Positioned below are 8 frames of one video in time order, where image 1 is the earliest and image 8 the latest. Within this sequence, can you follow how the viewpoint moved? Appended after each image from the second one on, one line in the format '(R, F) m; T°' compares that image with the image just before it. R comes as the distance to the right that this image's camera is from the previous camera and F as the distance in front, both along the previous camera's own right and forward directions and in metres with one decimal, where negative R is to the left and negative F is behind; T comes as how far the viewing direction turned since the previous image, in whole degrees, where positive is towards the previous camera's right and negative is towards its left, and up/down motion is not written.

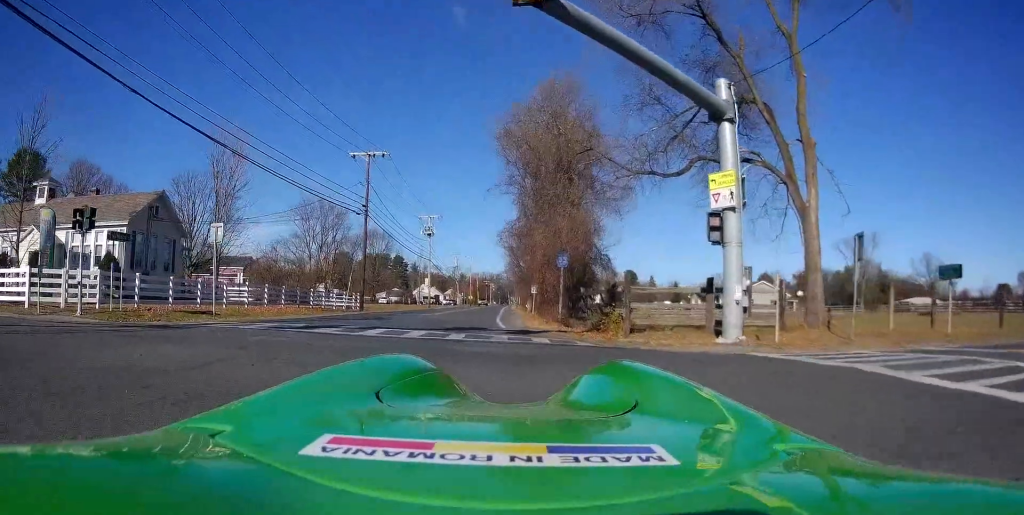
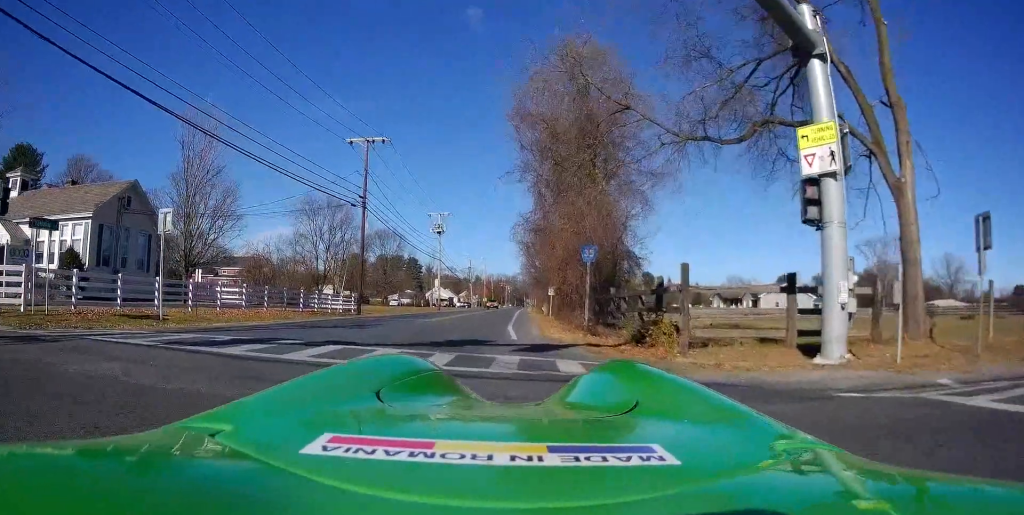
(-0.1, +4.7) m; +3°
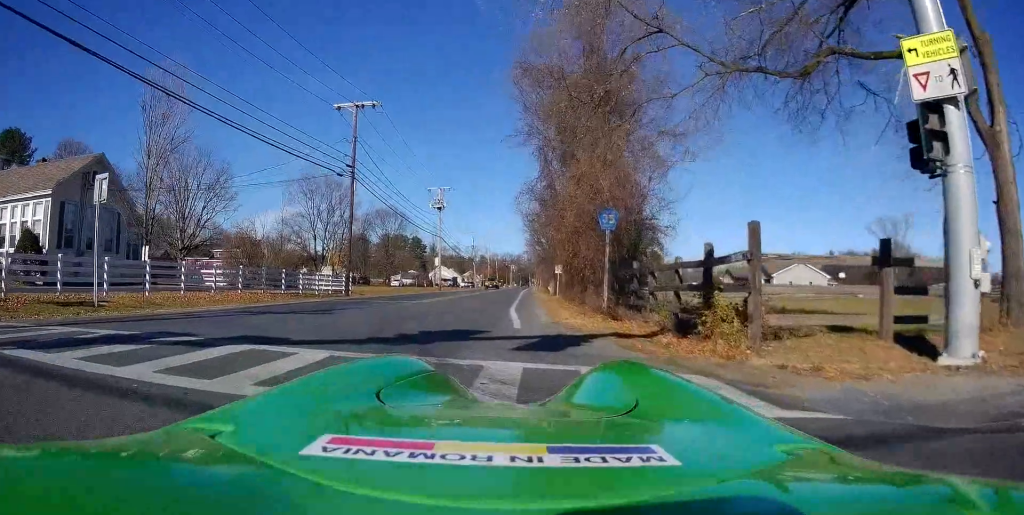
(+0.2, +3.6) m; +1°
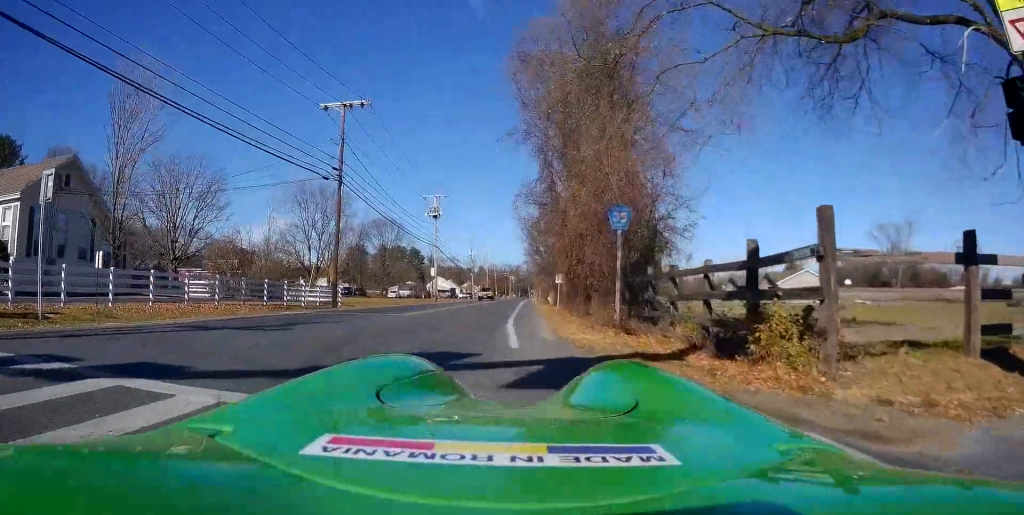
(+0.1, +2.2) m; -1°
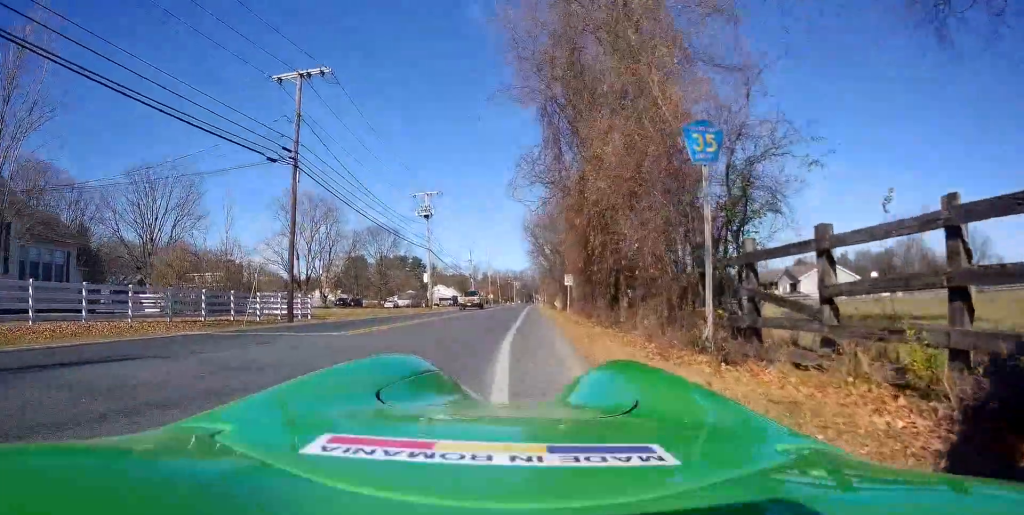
(-0.4, +6.6) m; -4°
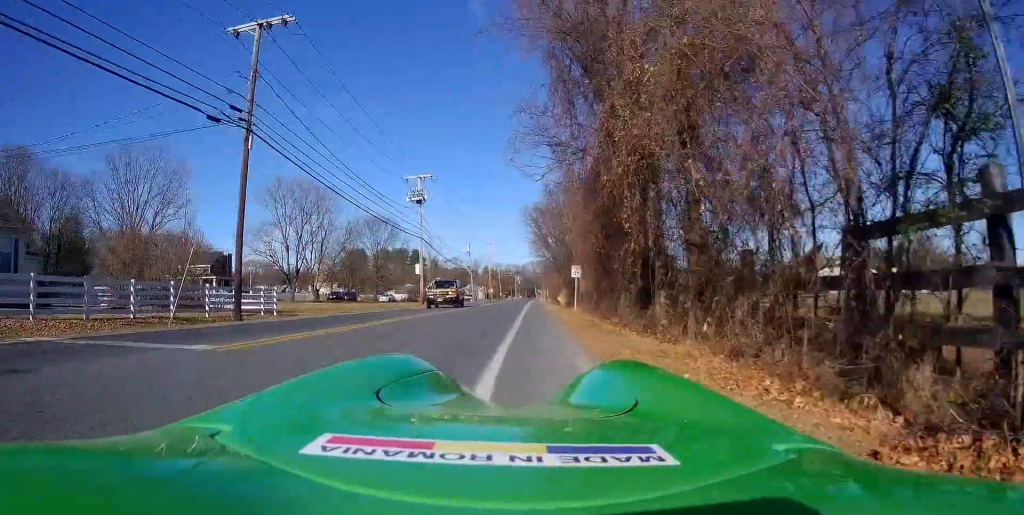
(0.0, +5.2) m; 0°
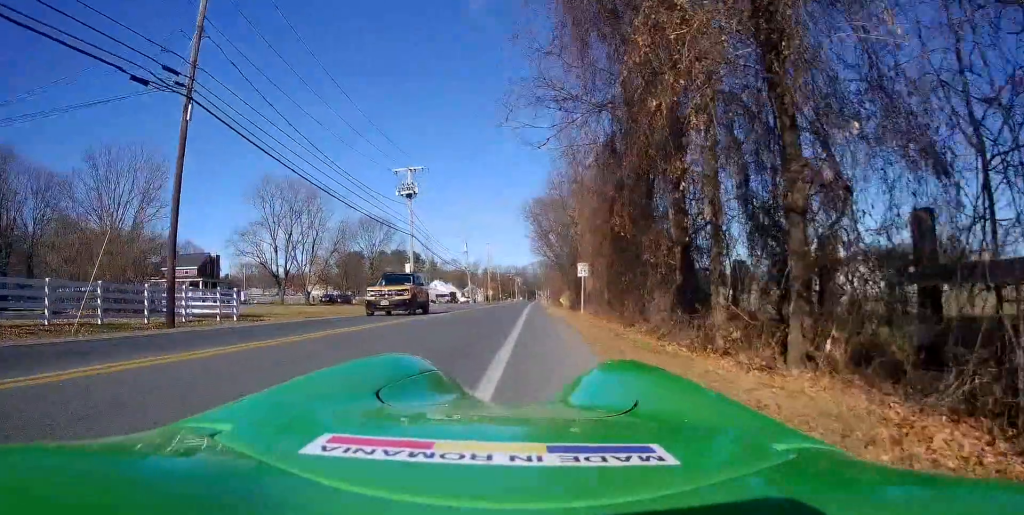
(0.0, +4.5) m; -2°
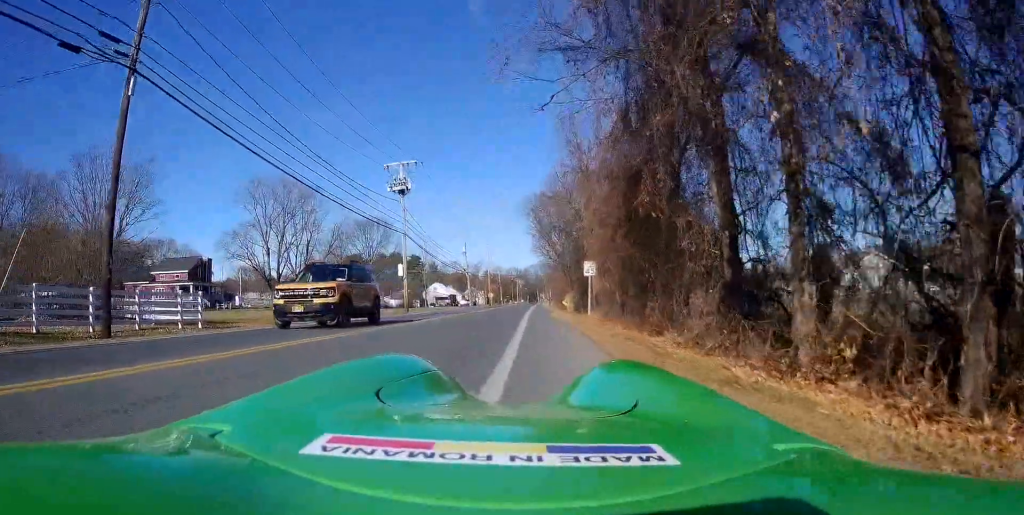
(+0.1, +3.1) m; -2°
